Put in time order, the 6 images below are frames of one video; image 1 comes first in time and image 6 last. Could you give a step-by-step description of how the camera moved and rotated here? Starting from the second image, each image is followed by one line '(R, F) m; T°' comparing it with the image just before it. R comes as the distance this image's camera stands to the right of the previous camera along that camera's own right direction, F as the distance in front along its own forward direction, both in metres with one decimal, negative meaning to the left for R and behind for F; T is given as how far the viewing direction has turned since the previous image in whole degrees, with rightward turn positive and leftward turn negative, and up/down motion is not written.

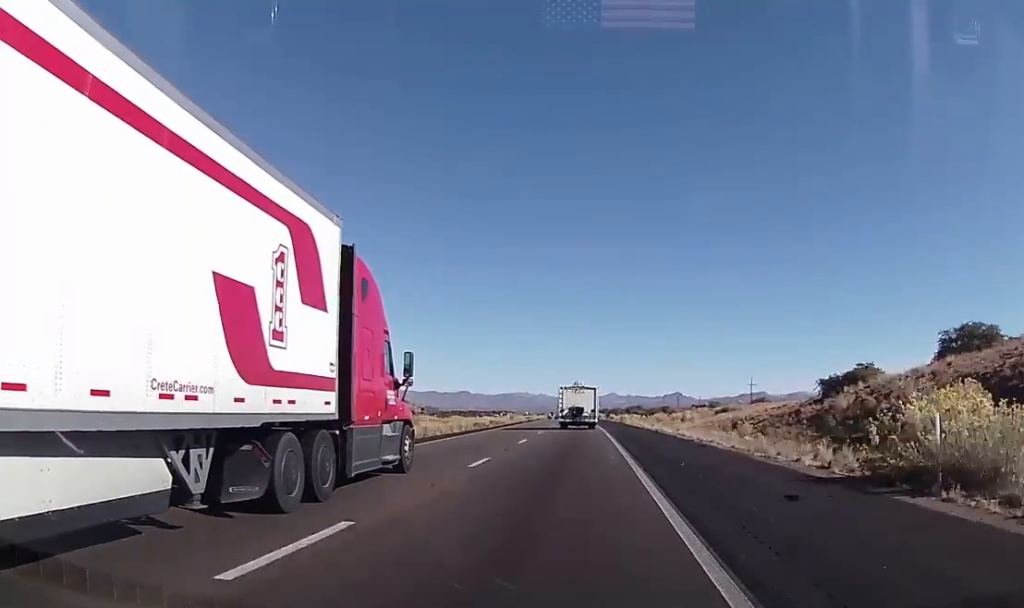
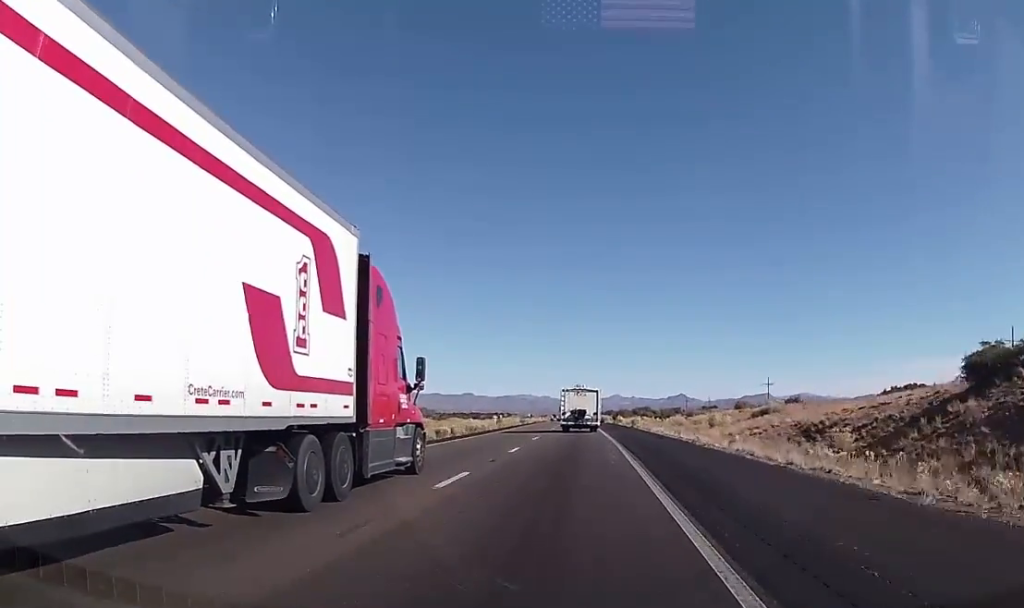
(-0.2, +17.3) m; -1°
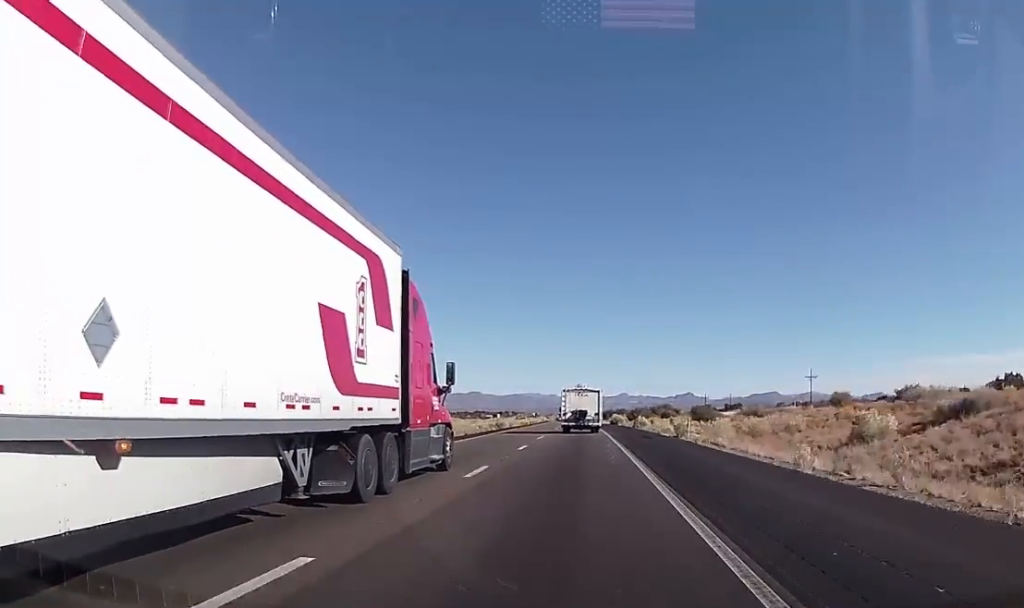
(-0.7, +34.8) m; -1°
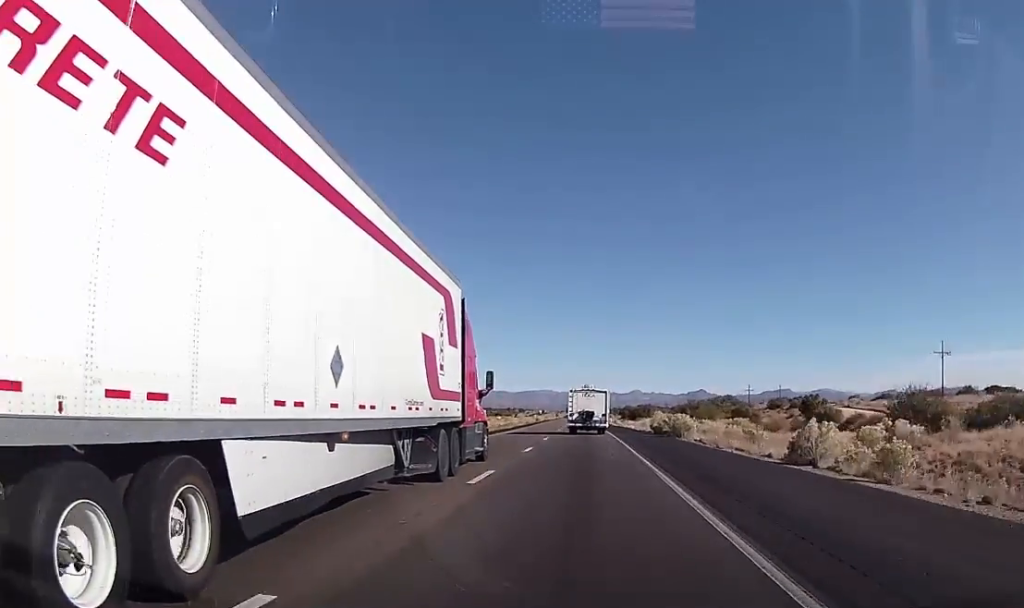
(+0.1, +63.6) m; -1°
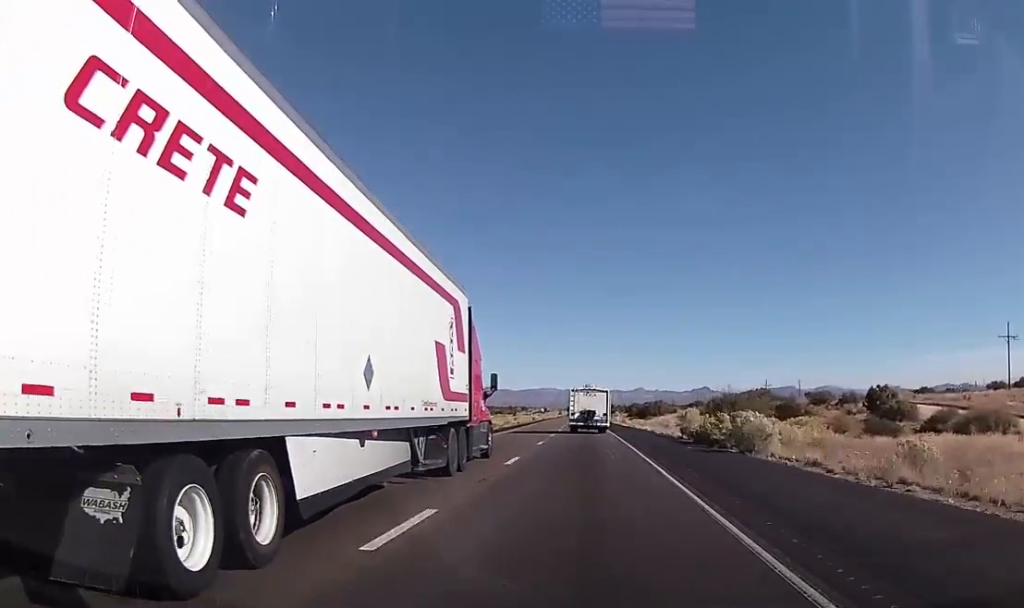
(0.0, +19.2) m; -1°
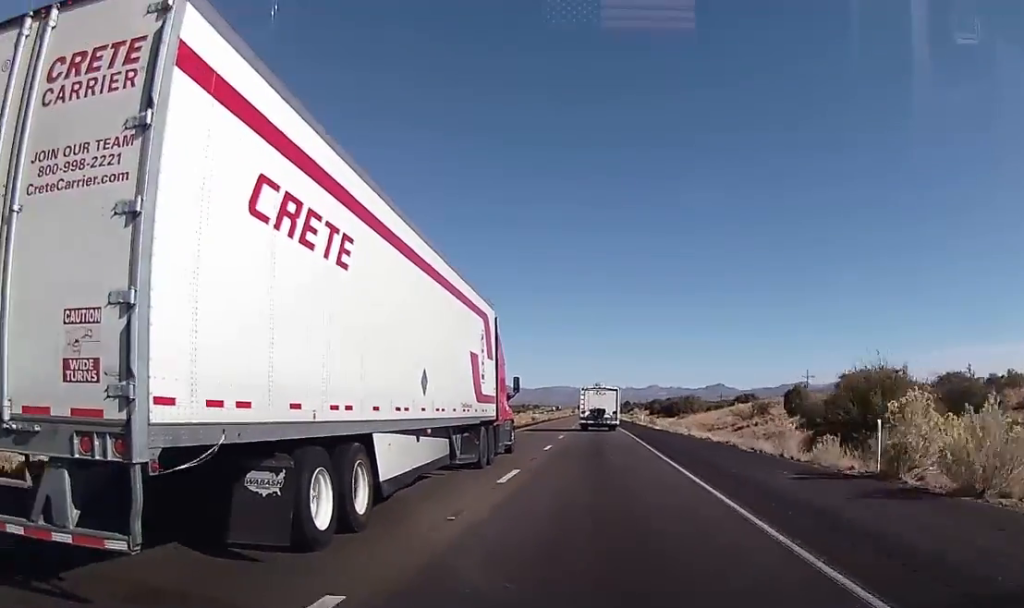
(-0.4, +29.9) m; -1°
